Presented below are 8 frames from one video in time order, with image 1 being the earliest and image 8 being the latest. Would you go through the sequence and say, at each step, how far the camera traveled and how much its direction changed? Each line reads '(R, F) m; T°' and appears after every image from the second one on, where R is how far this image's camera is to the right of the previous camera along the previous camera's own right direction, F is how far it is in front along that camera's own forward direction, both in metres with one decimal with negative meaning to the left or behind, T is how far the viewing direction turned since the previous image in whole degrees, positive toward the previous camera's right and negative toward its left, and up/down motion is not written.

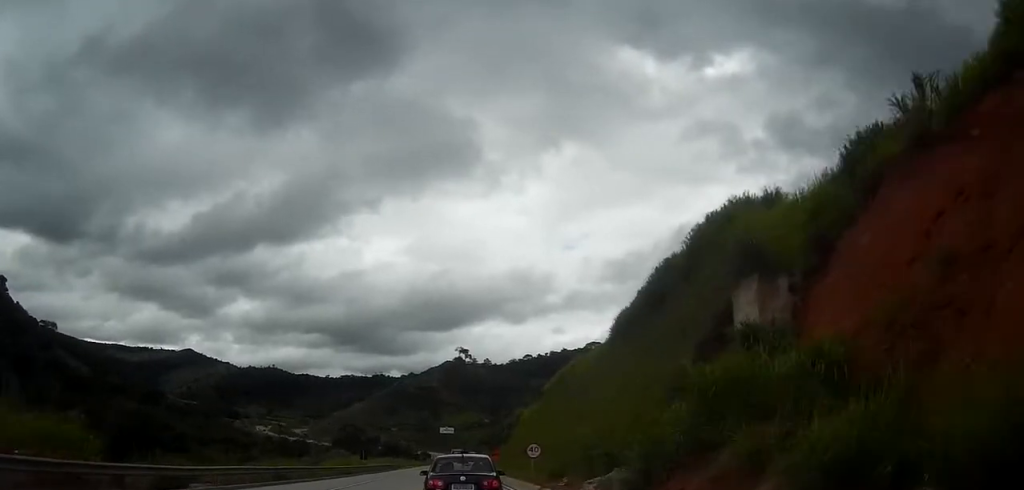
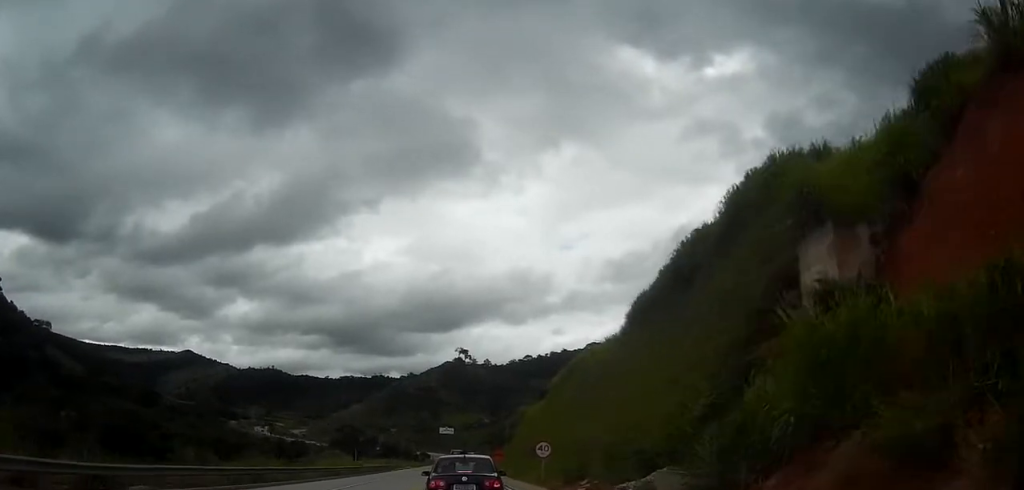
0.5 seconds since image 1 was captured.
(0.0, +5.2) m; 0°
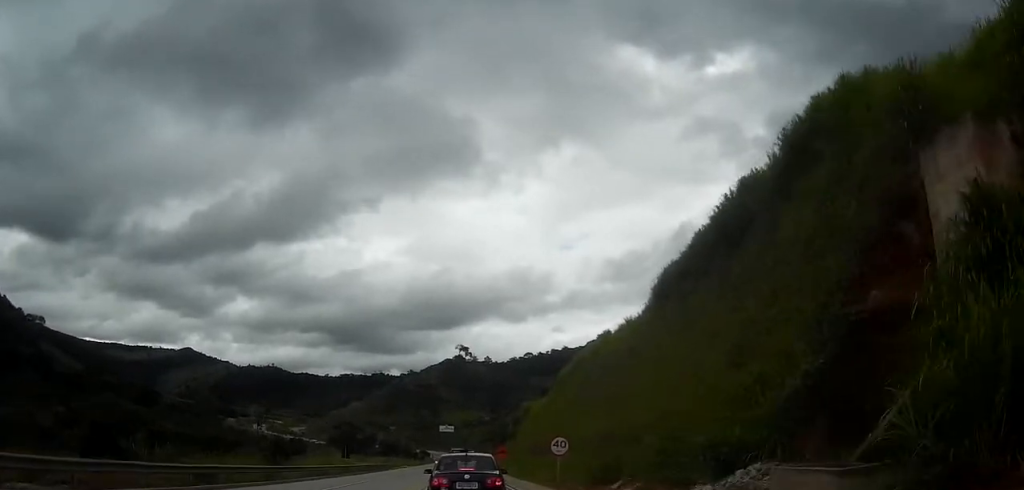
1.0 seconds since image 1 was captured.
(0.0, +6.4) m; 0°
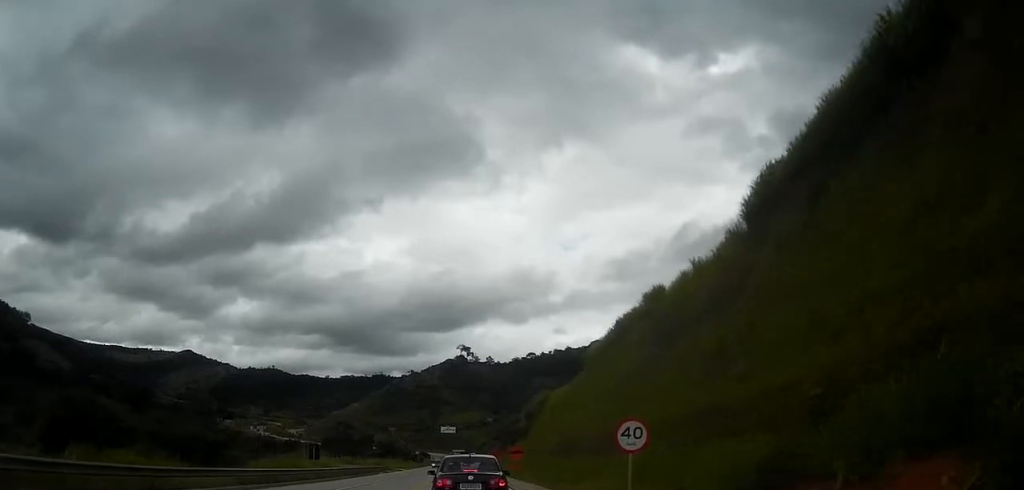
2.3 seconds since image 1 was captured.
(0.0, +14.1) m; 0°
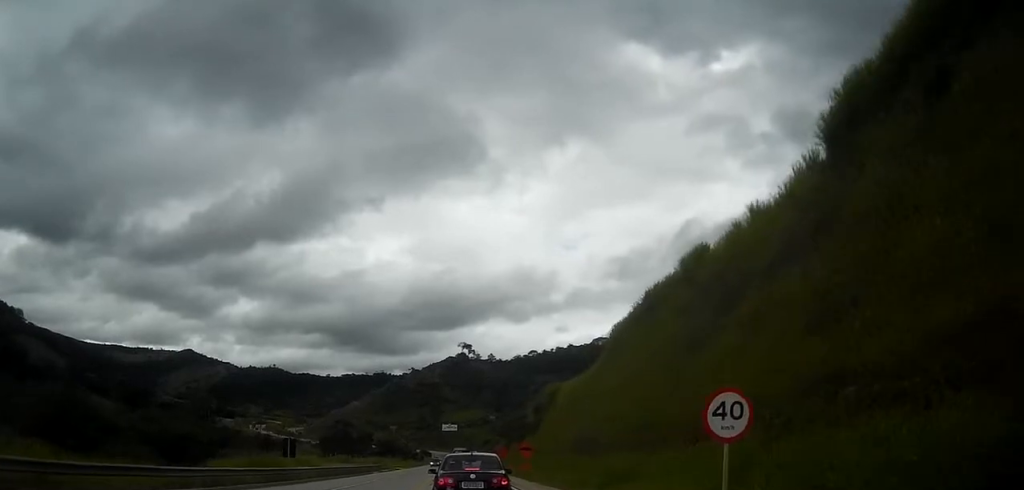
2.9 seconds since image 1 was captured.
(0.0, +7.3) m; 0°
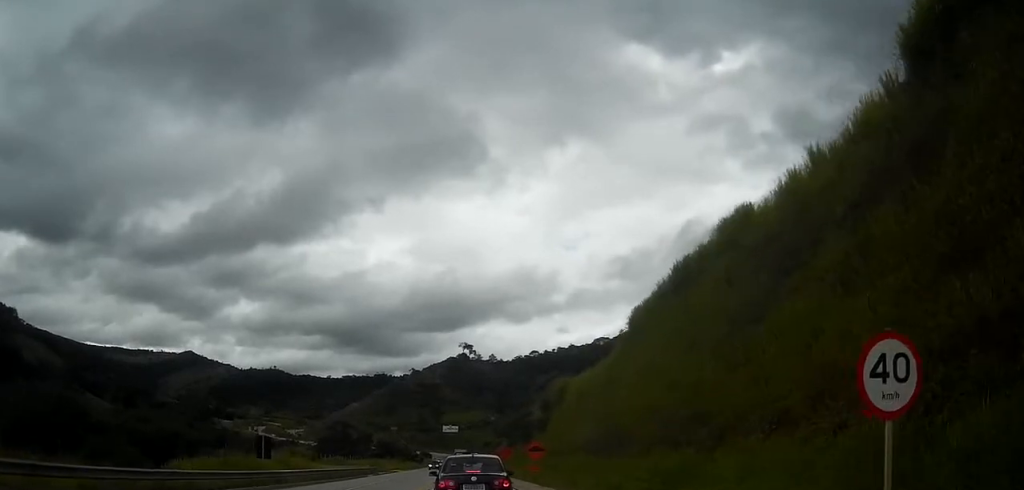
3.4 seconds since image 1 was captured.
(0.0, +5.4) m; 0°
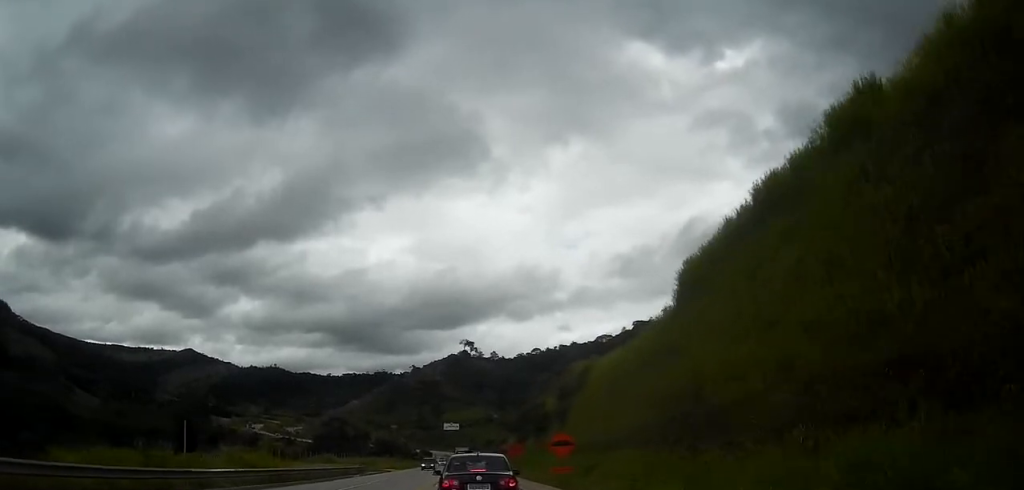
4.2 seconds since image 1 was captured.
(0.0, +10.1) m; 0°
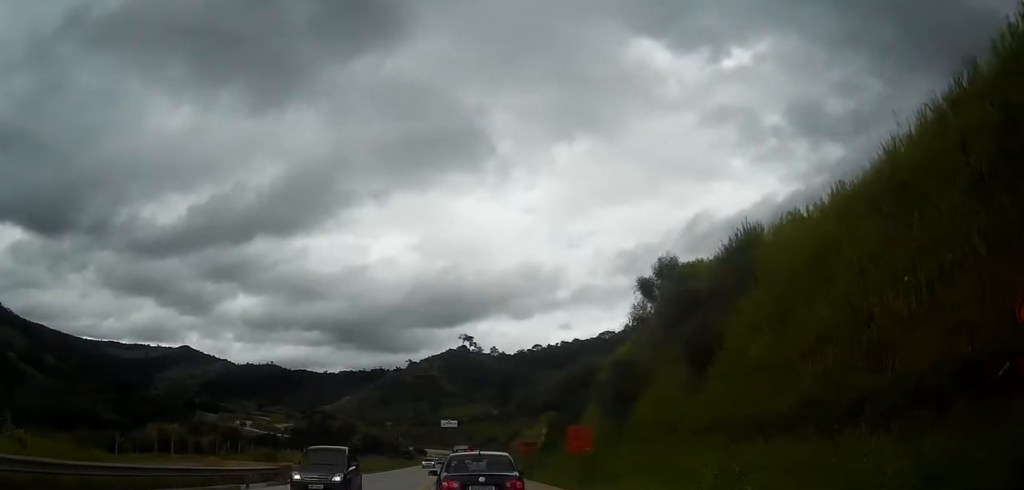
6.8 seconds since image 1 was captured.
(0.0, +28.9) m; 0°
